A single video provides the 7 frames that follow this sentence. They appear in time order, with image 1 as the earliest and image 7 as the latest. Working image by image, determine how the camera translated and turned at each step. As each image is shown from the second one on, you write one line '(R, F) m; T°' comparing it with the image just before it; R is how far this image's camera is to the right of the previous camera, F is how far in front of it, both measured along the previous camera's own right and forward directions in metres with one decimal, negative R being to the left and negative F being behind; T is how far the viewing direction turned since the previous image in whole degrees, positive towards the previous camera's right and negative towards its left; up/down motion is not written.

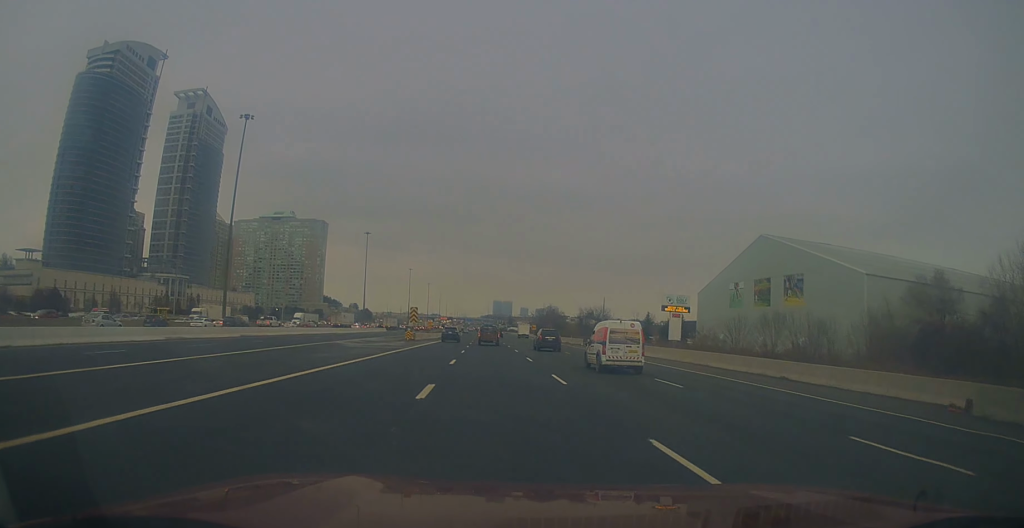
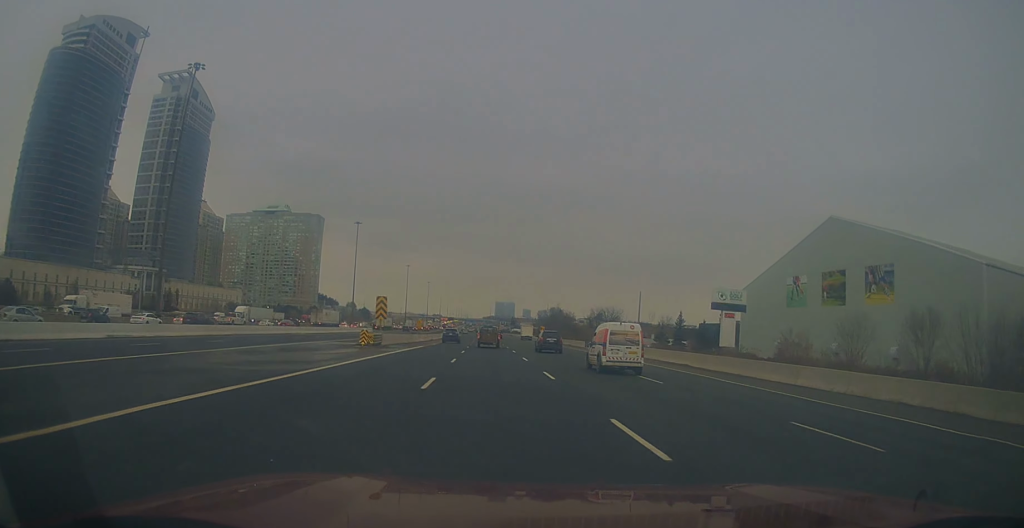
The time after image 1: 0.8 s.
(-0.2, +22.2) m; -1°
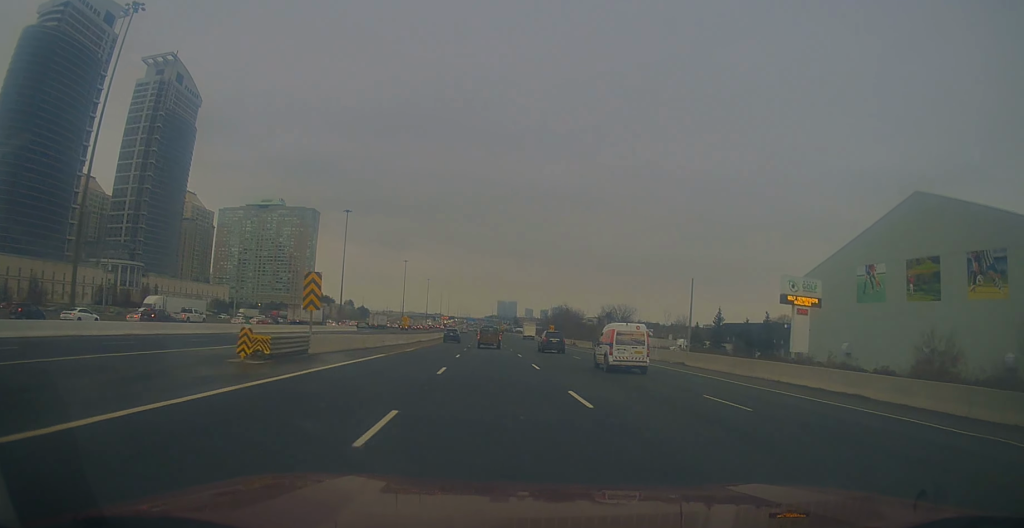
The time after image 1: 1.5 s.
(0.0, +19.3) m; 0°
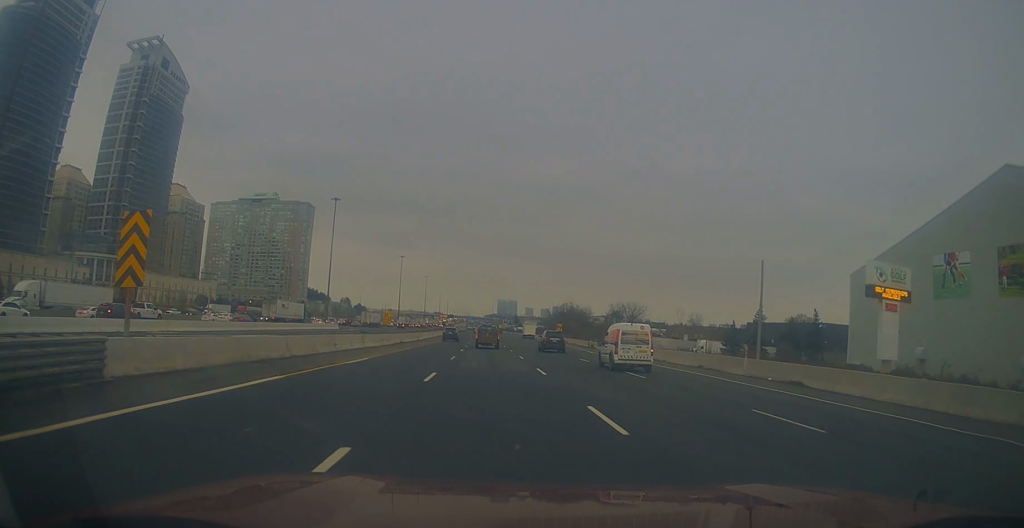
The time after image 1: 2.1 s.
(-0.1, +15.3) m; -1°
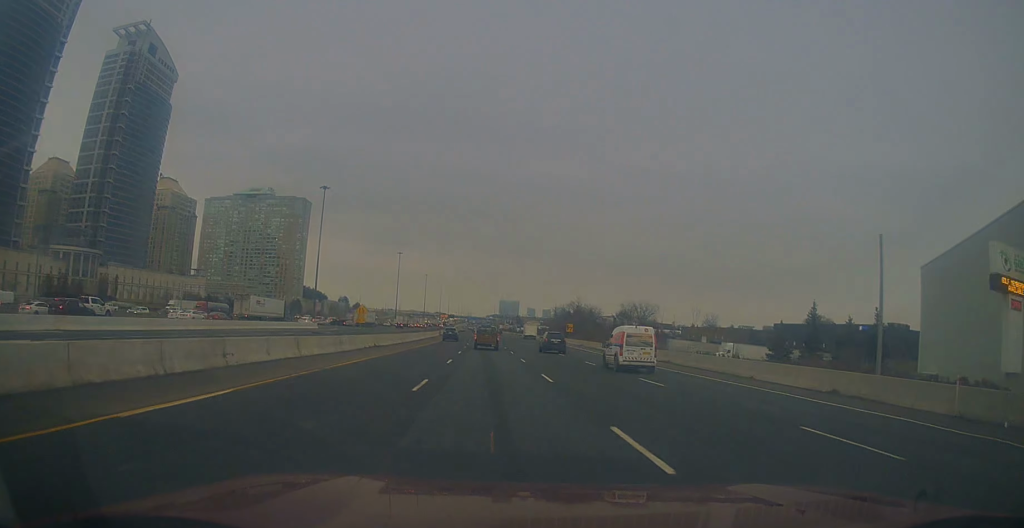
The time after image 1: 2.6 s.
(-0.1, +14.4) m; 0°
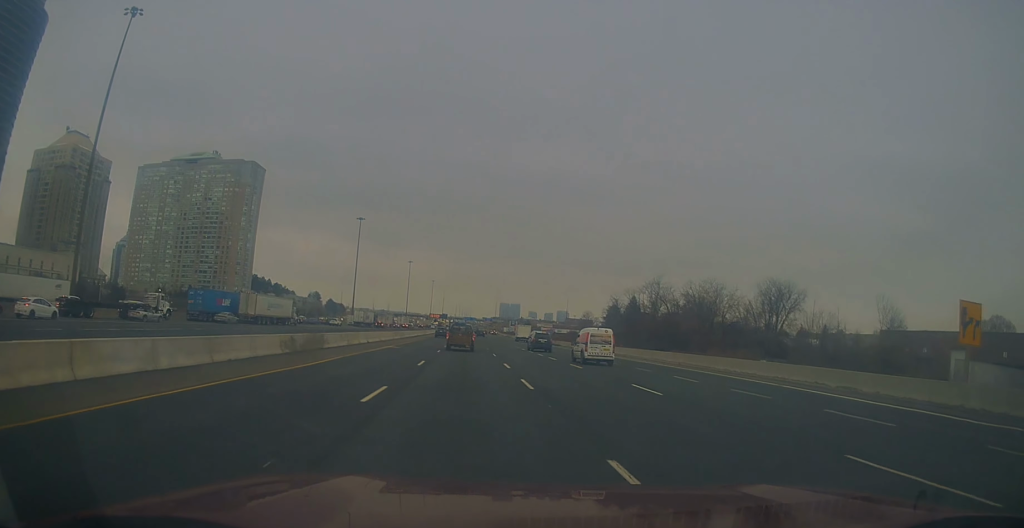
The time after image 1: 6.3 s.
(+0.5, +99.1) m; +1°
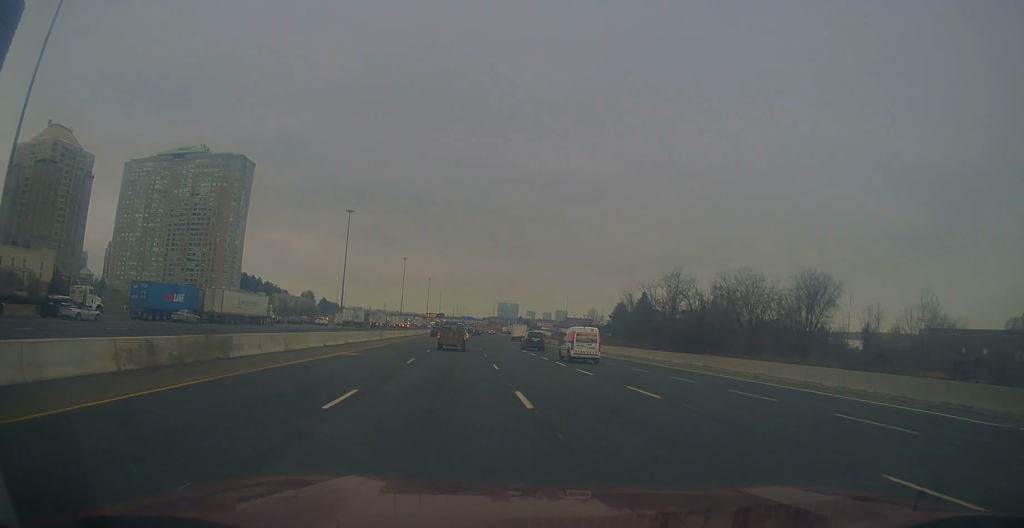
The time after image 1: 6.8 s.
(+0.2, +13.2) m; 0°
